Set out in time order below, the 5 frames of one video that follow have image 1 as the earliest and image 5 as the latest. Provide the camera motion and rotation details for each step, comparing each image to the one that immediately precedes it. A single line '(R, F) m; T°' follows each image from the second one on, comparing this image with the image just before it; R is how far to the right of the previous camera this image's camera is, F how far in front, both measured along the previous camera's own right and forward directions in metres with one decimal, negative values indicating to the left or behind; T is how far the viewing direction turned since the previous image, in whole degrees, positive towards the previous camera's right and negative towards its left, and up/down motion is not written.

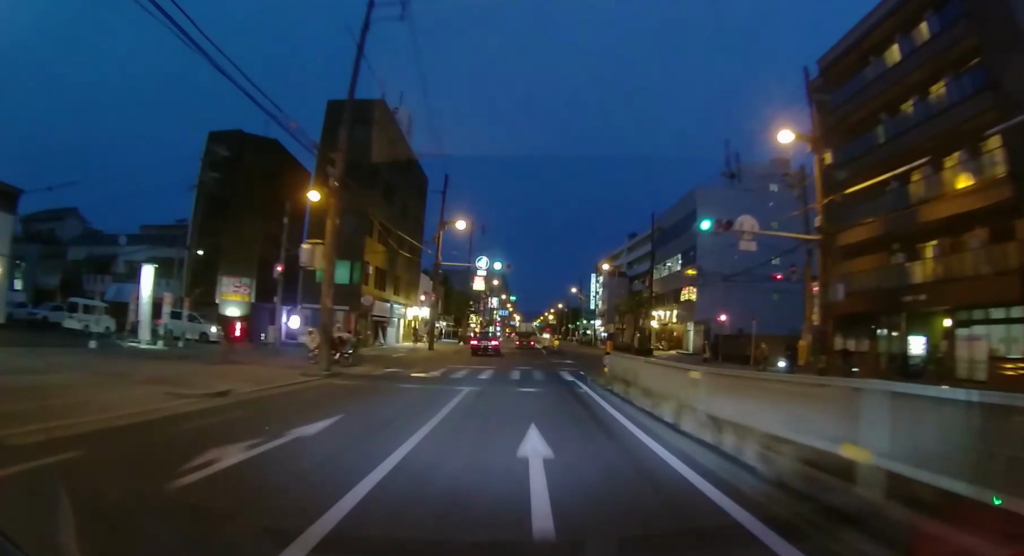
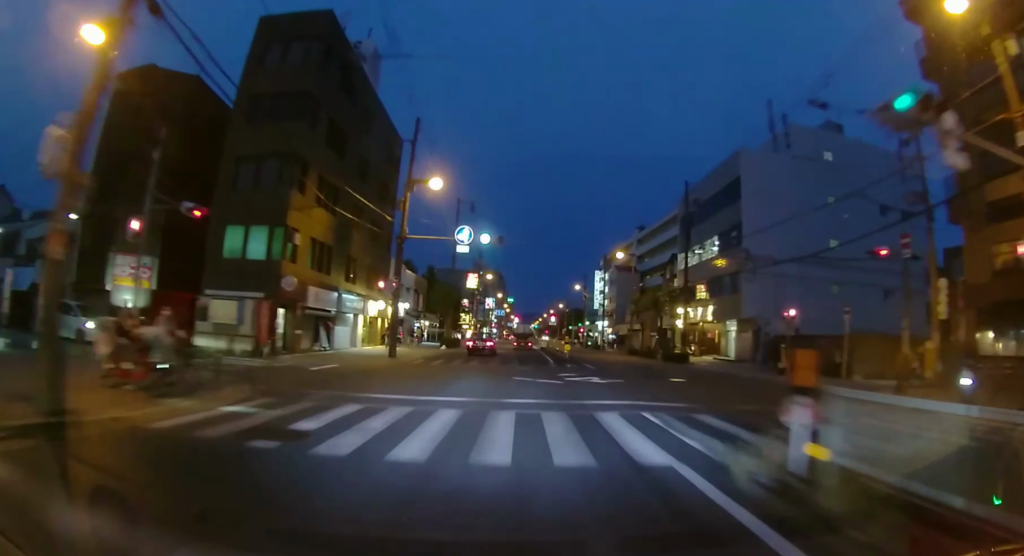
(+0.1, +11.2) m; +1°
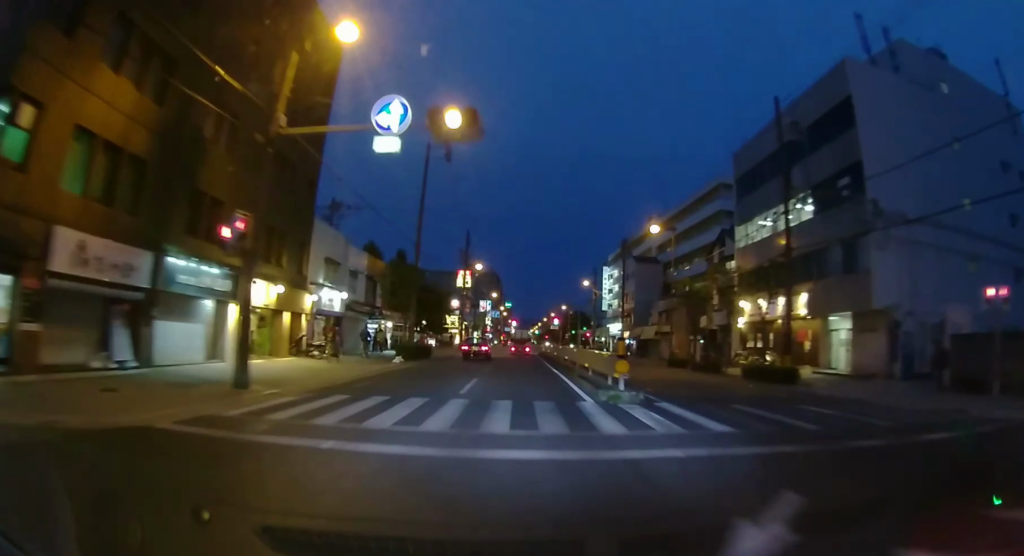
(+0.1, +16.0) m; 0°
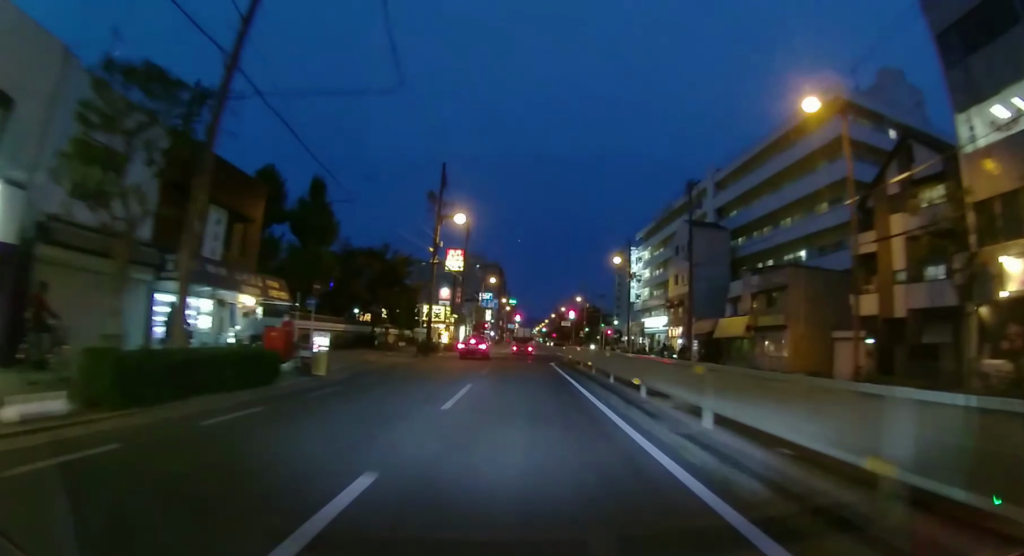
(0.0, +23.2) m; 0°
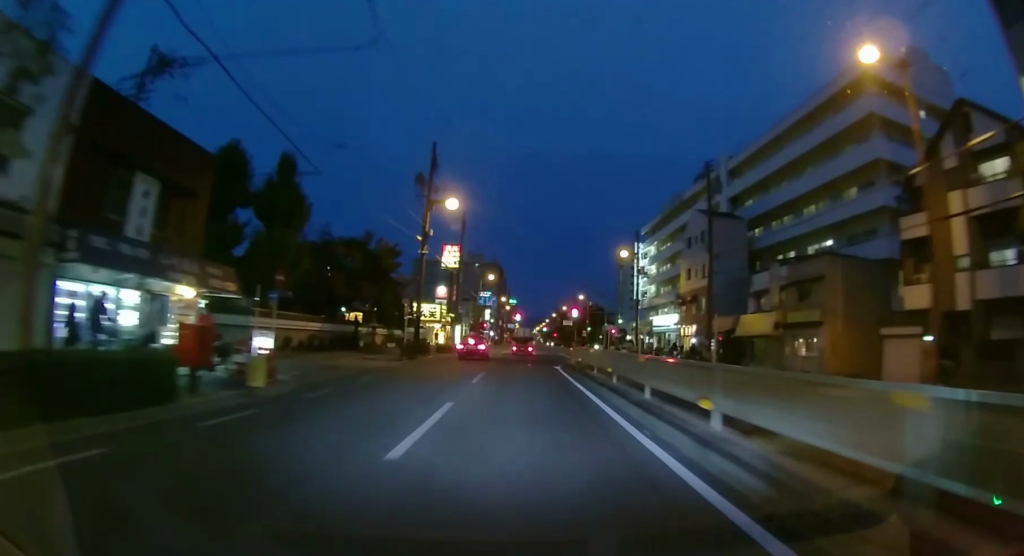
(0.0, +4.1) m; 0°
